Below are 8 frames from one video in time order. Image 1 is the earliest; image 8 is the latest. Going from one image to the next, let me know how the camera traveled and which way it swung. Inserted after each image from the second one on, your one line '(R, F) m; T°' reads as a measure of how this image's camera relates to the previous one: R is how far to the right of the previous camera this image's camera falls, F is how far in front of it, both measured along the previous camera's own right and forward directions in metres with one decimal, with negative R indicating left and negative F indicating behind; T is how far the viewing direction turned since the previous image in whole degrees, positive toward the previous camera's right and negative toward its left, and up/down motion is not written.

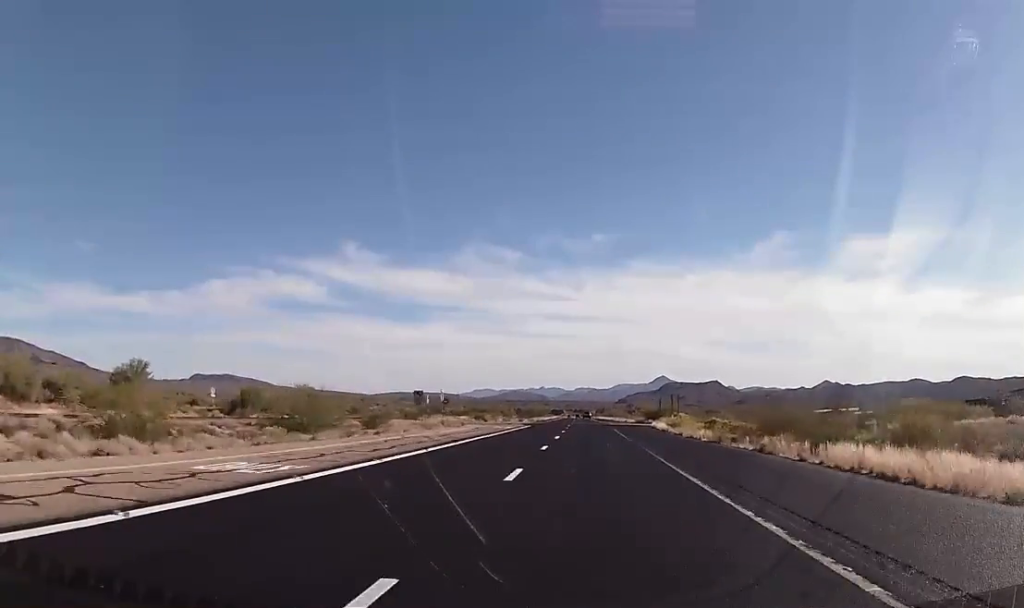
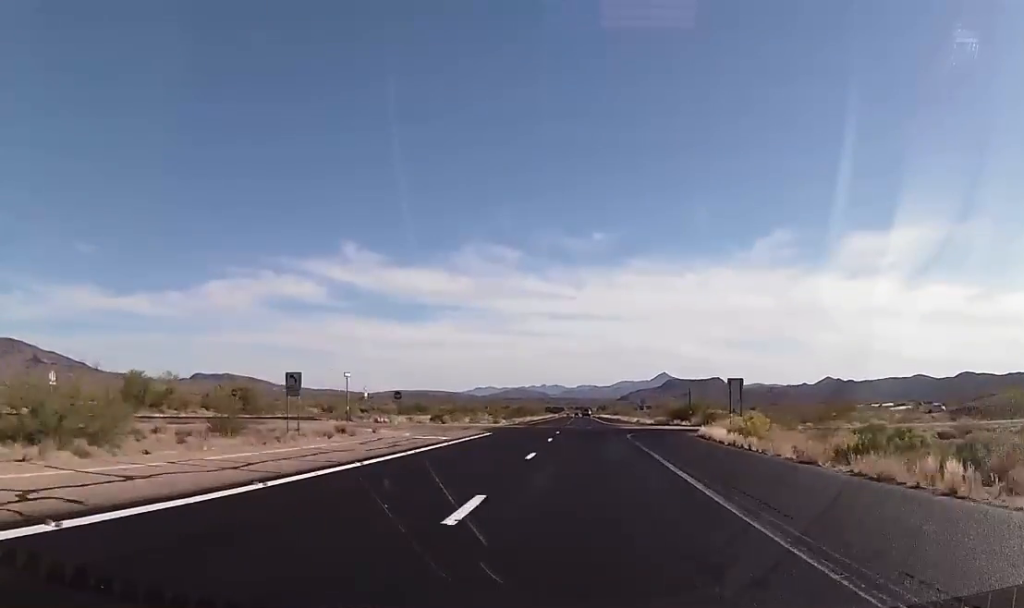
(+0.2, +30.3) m; 0°
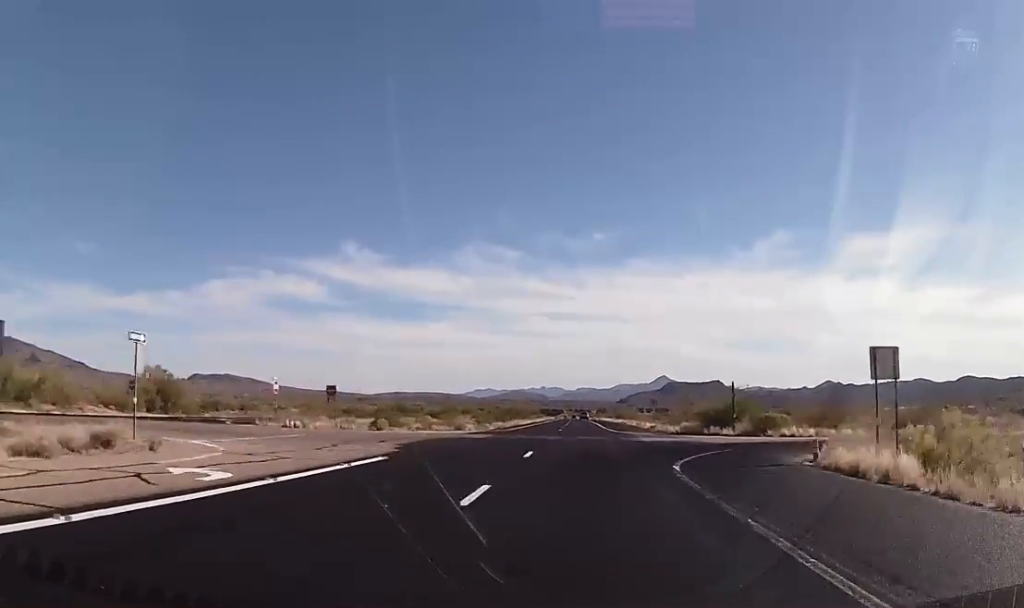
(-0.1, +22.7) m; 0°
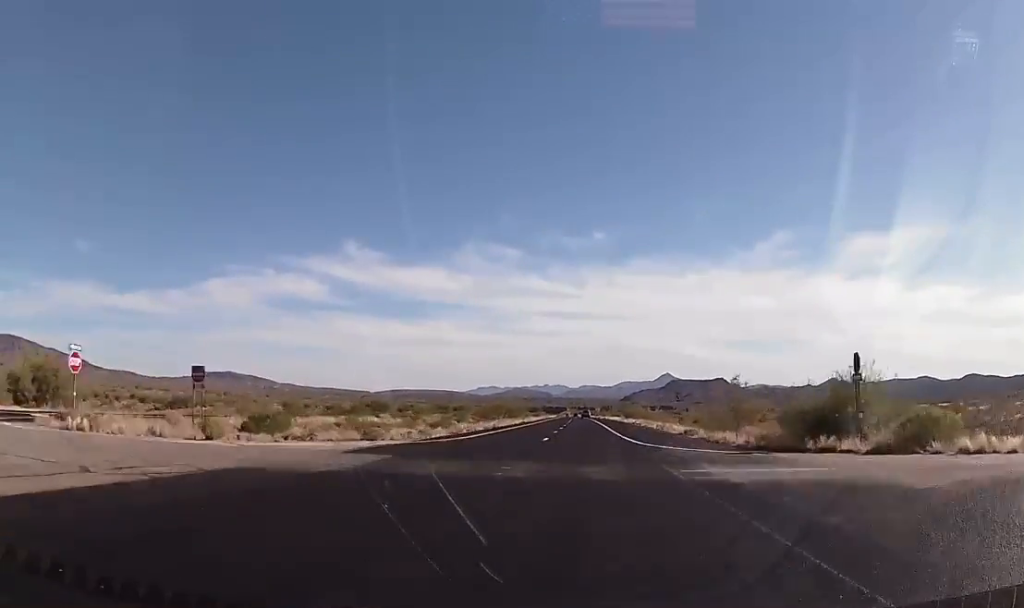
(-0.1, +24.0) m; 0°
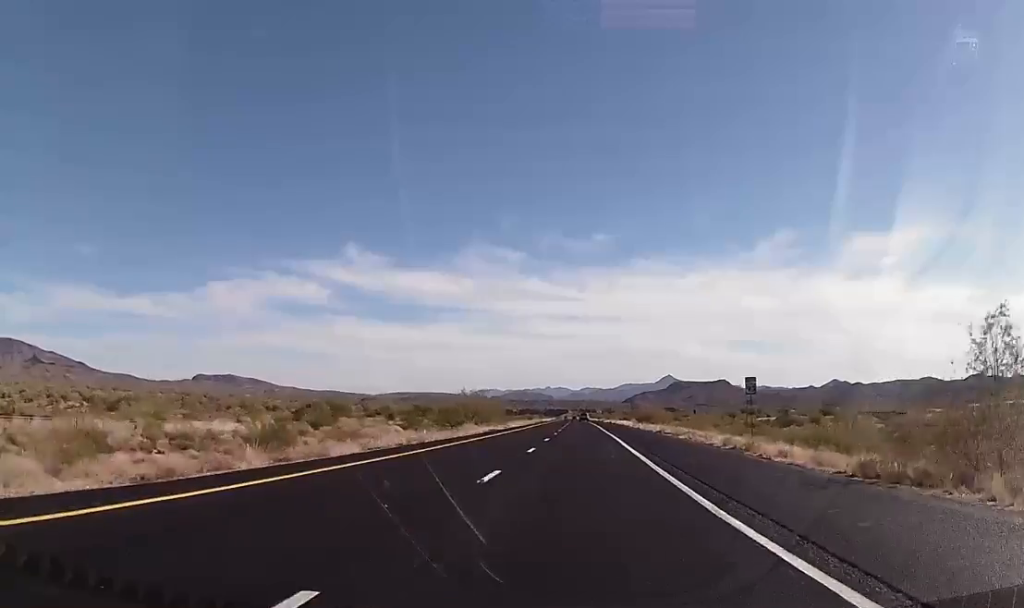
(+0.3, +32.7) m; 0°
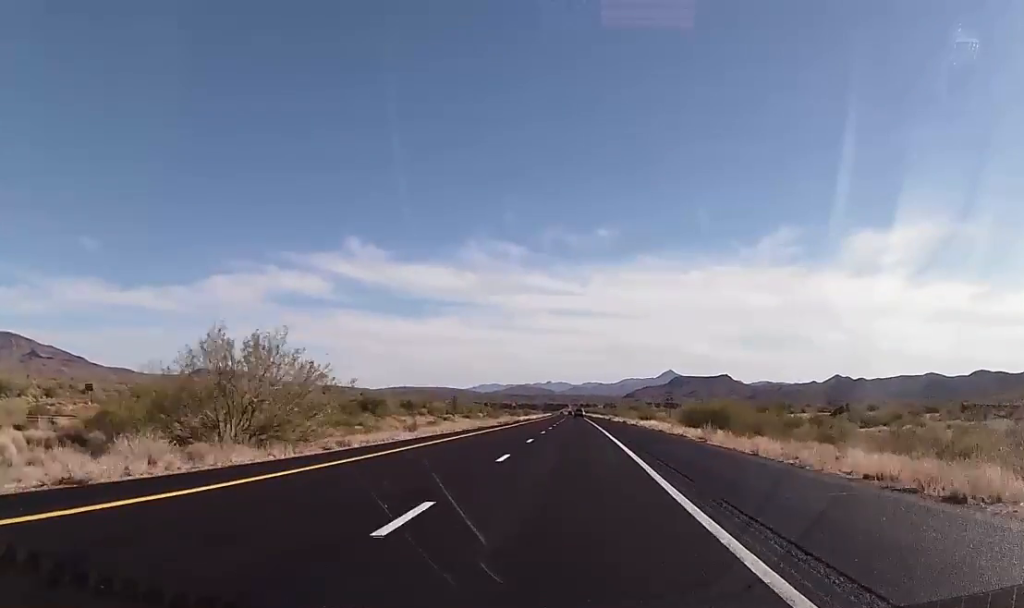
(-0.4, +54.2) m; -1°
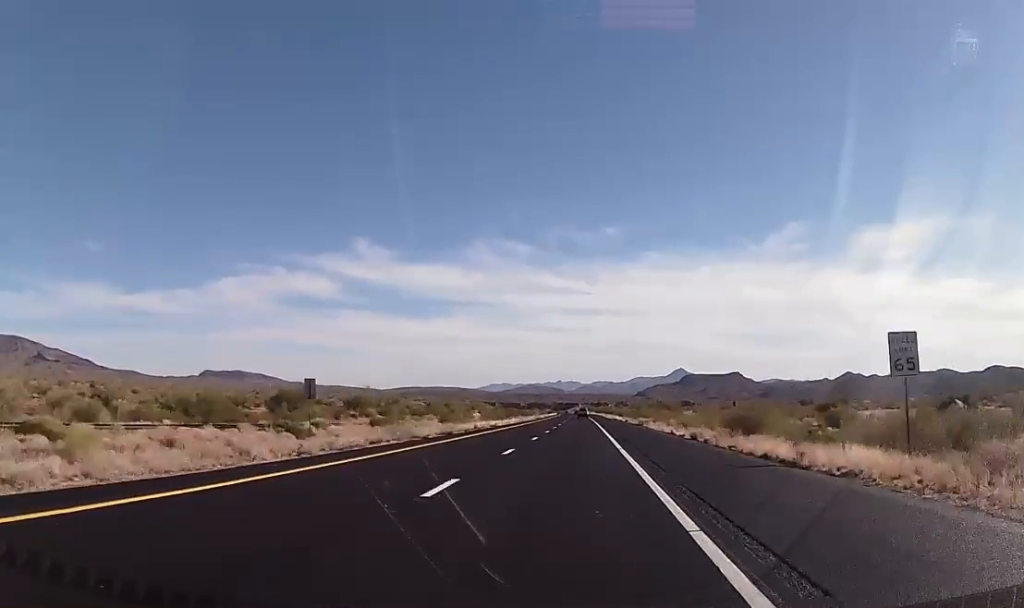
(-0.2, +56.6) m; 0°
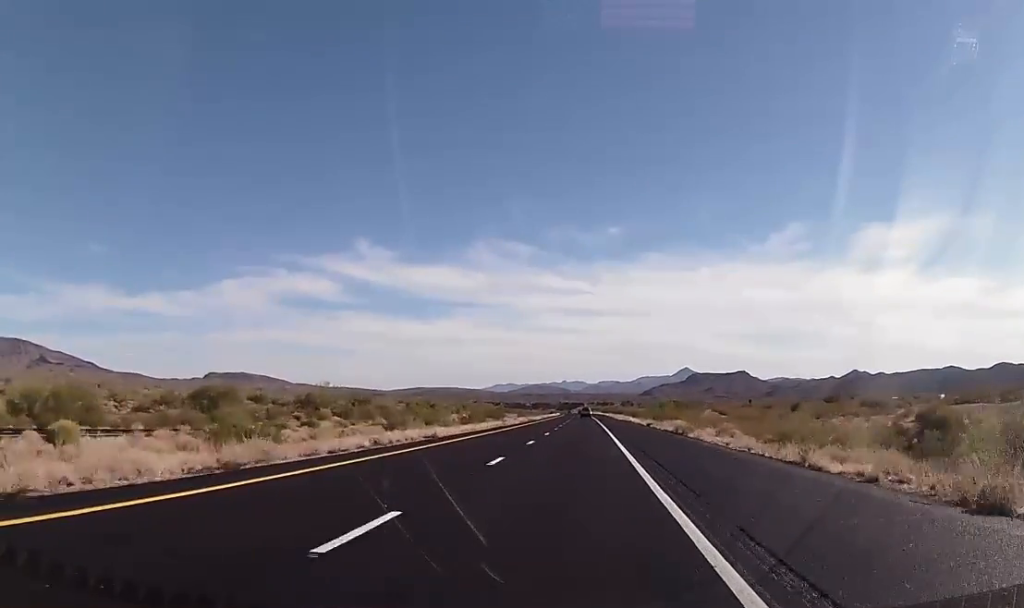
(0.0, +28.9) m; 0°
